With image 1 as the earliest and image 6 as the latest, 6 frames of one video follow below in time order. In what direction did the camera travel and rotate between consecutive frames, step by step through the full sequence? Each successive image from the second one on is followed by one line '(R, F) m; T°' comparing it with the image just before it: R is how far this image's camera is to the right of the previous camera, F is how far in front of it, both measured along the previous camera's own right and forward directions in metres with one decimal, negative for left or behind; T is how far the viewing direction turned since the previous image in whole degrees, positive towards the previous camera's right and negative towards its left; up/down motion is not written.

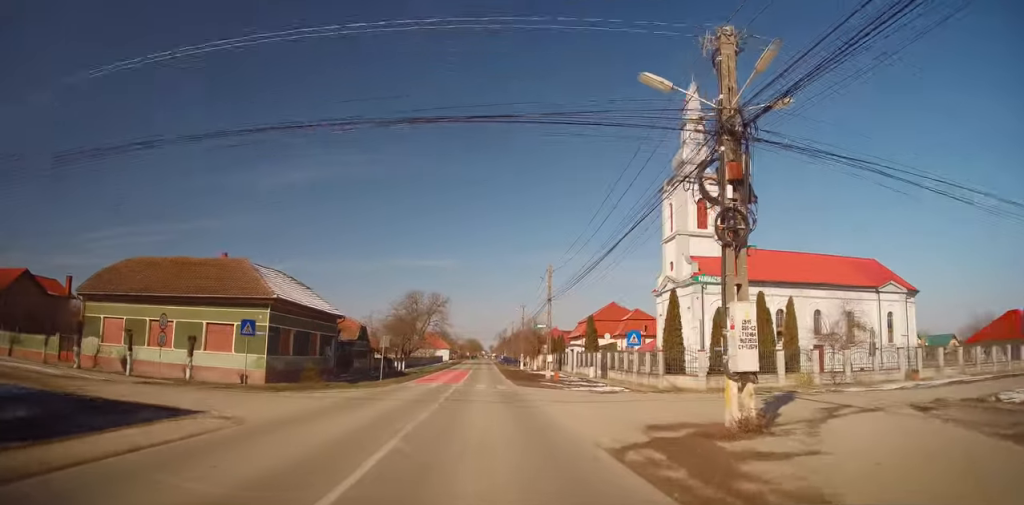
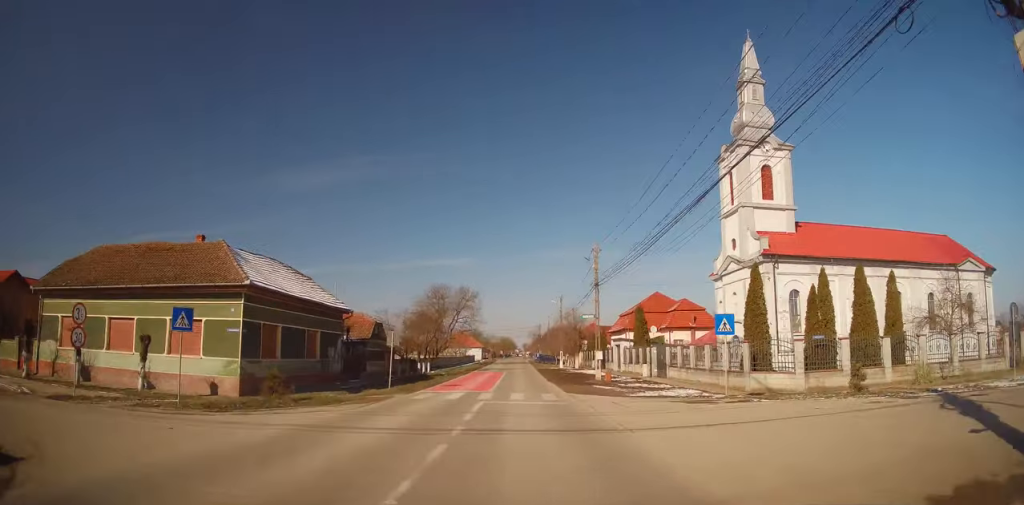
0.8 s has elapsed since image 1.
(-0.2, +7.0) m; -6°
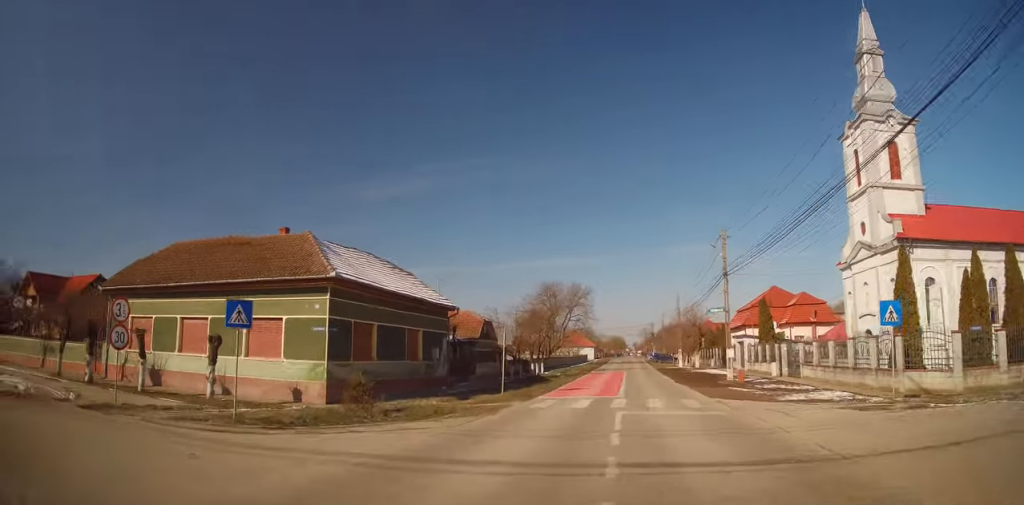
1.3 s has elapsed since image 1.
(-0.1, +3.7) m; -8°
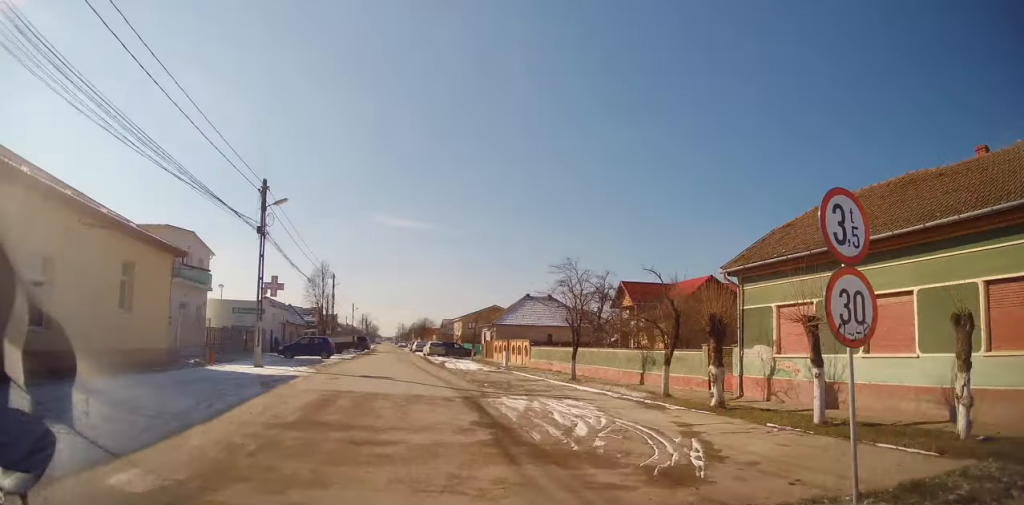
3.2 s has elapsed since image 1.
(-4.0, +9.6) m; -55°
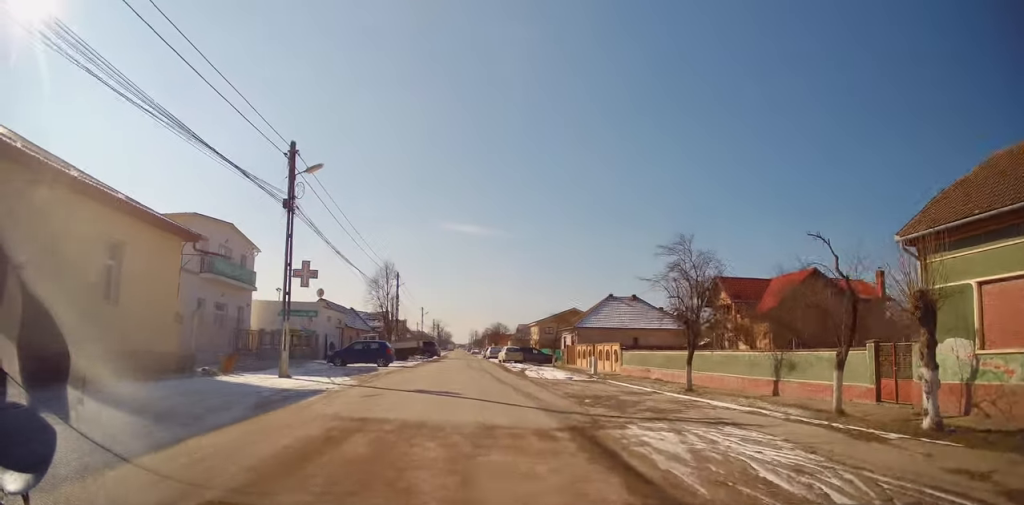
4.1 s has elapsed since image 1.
(-1.2, +5.4) m; -19°
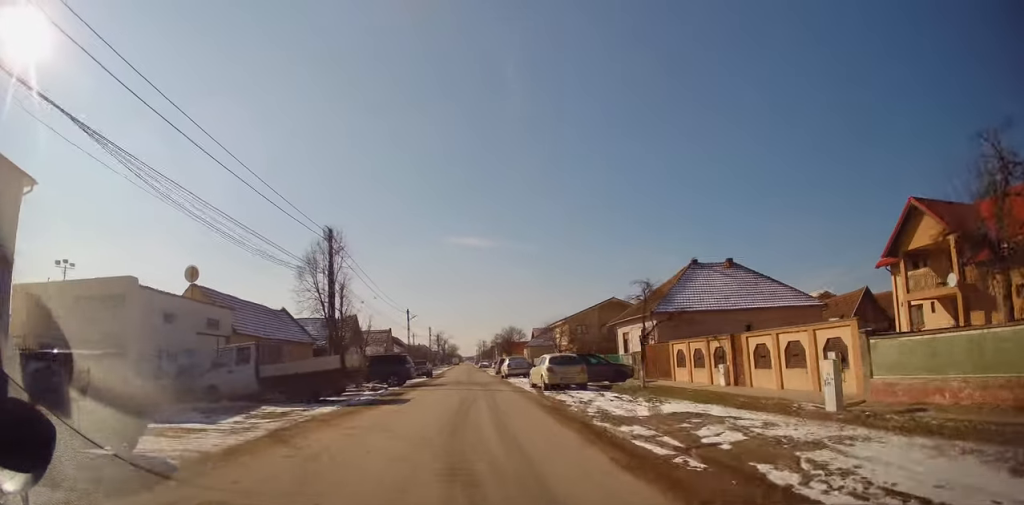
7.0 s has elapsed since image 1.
(-0.8, +22.9) m; -3°
